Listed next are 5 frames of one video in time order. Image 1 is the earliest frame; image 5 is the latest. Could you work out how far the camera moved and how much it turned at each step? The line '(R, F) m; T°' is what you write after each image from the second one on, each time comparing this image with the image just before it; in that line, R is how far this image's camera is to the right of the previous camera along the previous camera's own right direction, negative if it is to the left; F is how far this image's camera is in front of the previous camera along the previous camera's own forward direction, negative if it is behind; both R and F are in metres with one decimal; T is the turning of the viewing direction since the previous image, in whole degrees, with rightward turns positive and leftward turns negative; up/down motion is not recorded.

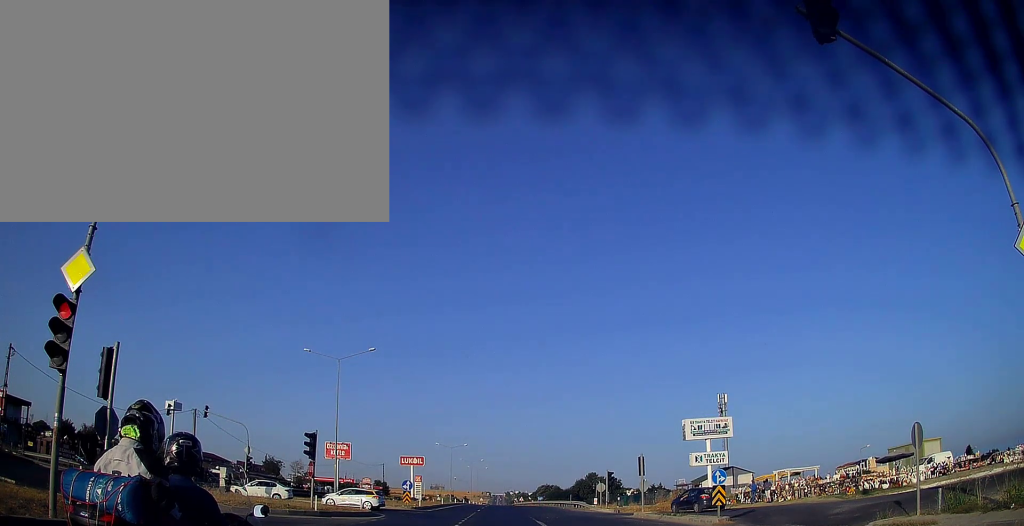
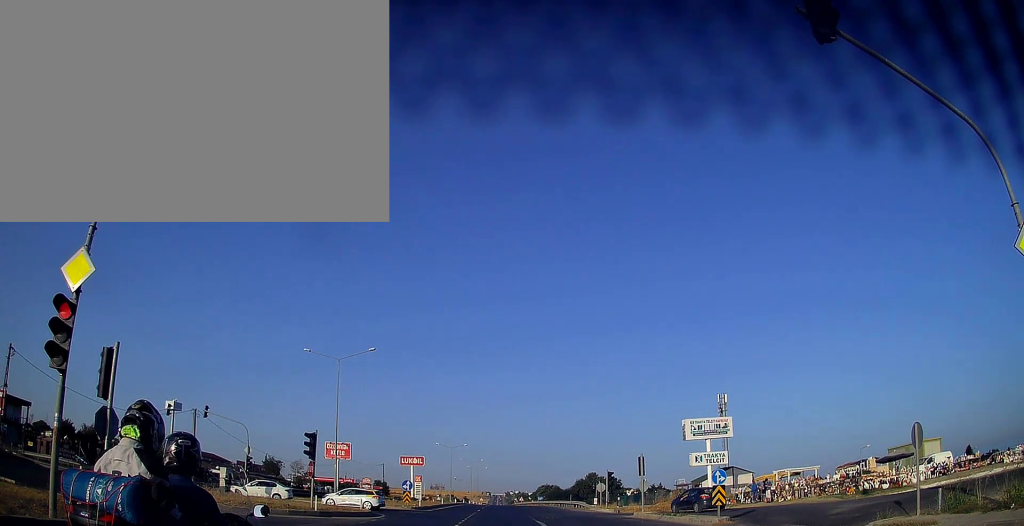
(0.0, 0.0) m; 0°
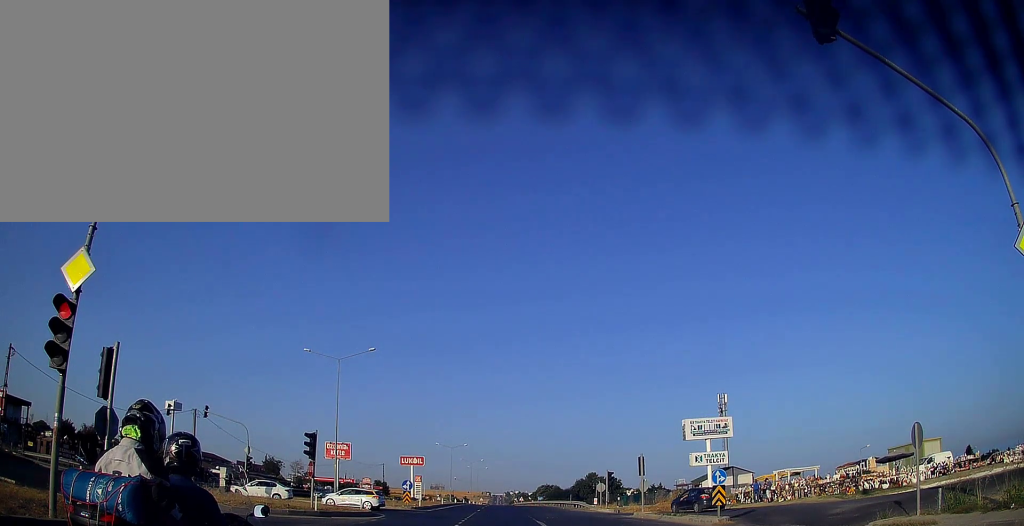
(0.0, 0.0) m; 0°
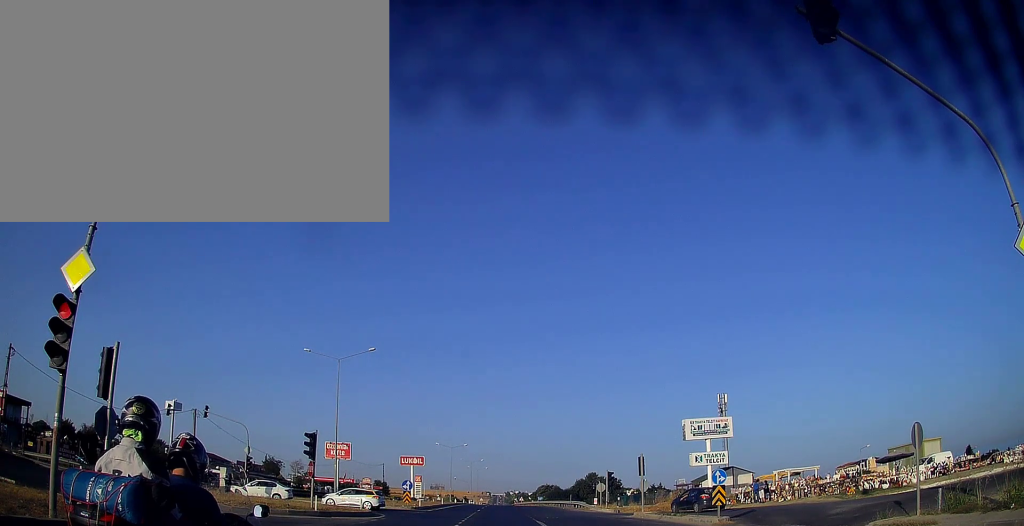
(0.0, 0.0) m; 0°
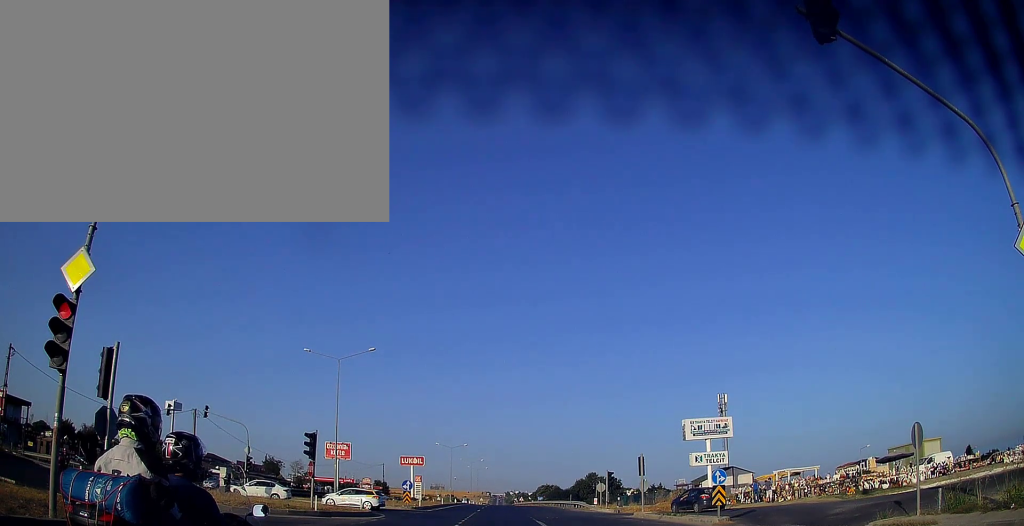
(0.0, 0.0) m; 0°
